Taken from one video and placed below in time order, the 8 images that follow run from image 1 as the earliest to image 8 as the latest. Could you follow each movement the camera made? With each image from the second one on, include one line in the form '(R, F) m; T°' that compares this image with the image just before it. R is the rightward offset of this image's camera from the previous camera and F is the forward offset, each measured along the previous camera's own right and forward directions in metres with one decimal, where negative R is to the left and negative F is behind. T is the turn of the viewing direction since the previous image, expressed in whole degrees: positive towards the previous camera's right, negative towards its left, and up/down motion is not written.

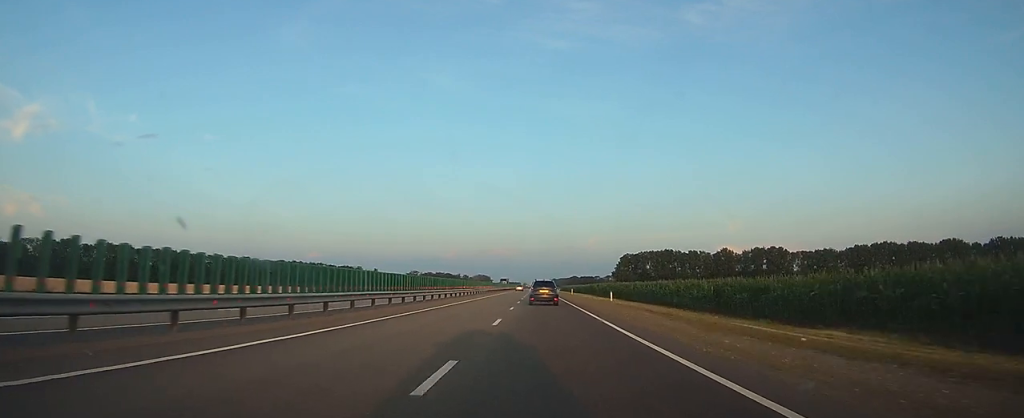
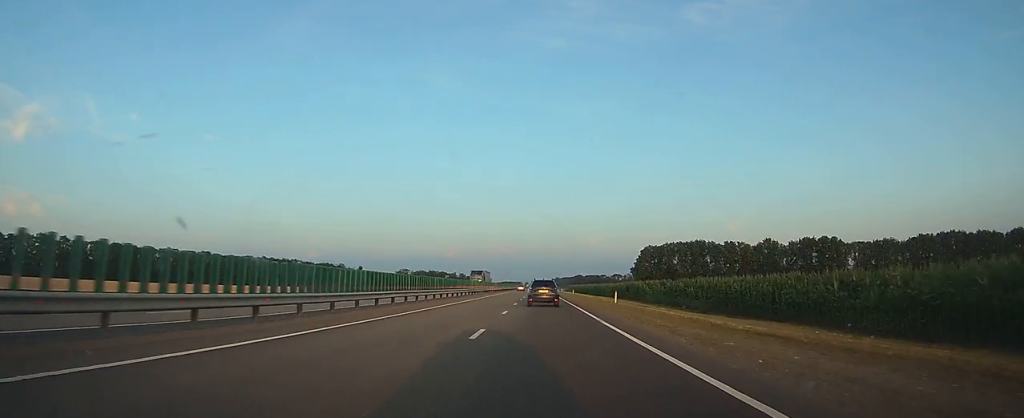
(+0.1, +52.6) m; 0°
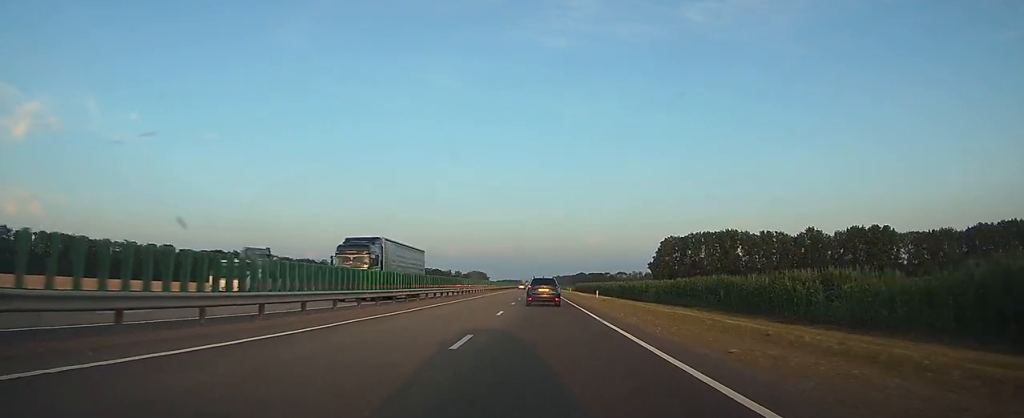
(+0.1, +38.4) m; 0°
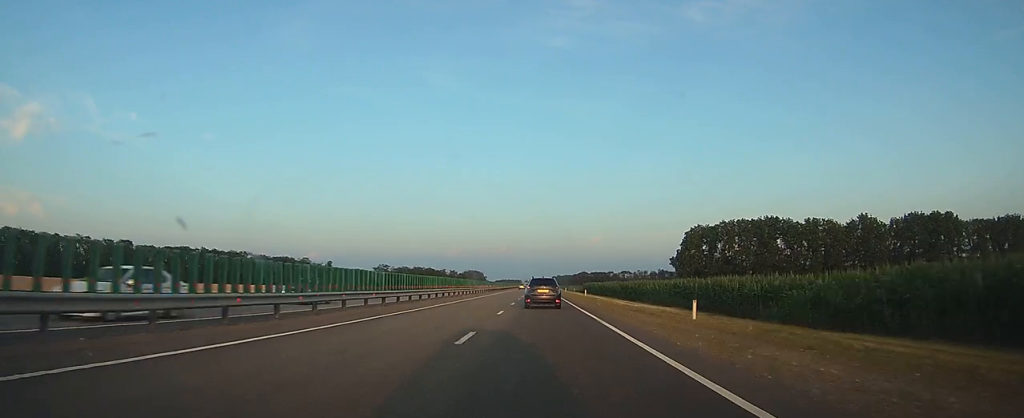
(-0.1, +35.0) m; 0°
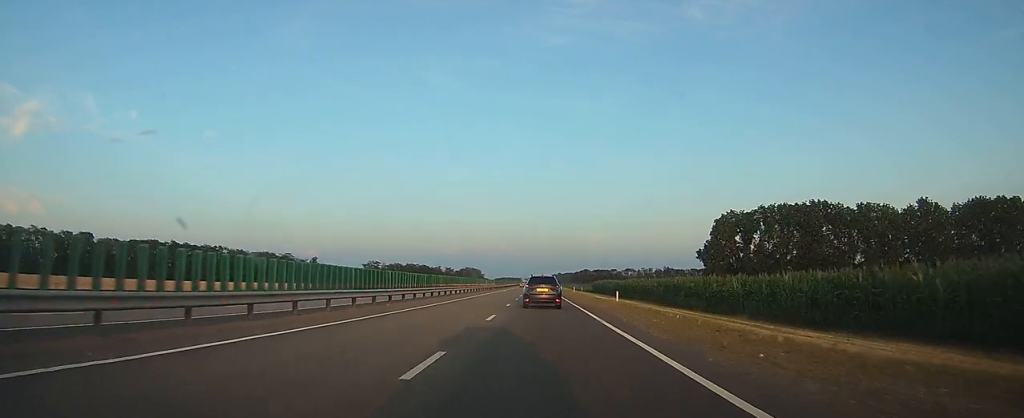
(-0.1, +28.7) m; 0°
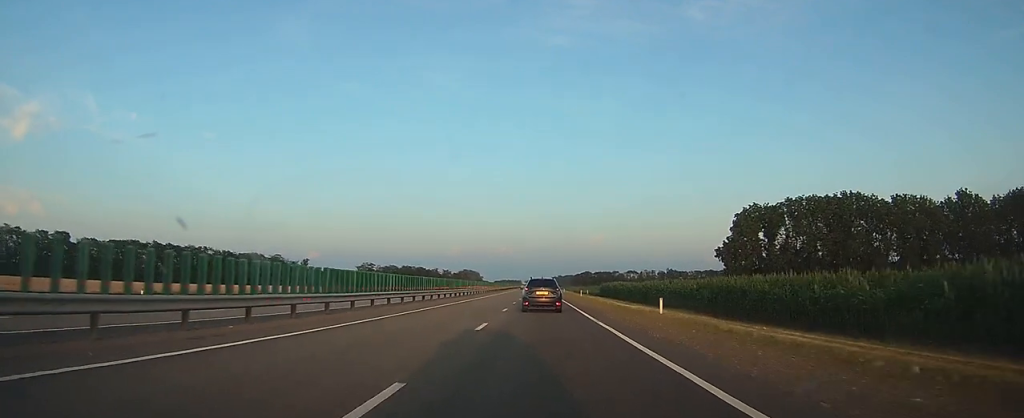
(0.0, +15.2) m; 0°
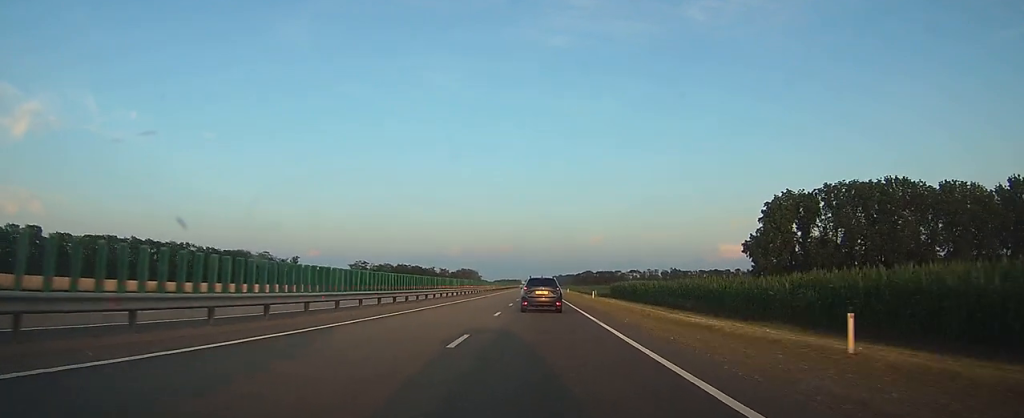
(0.0, +16.9) m; 0°
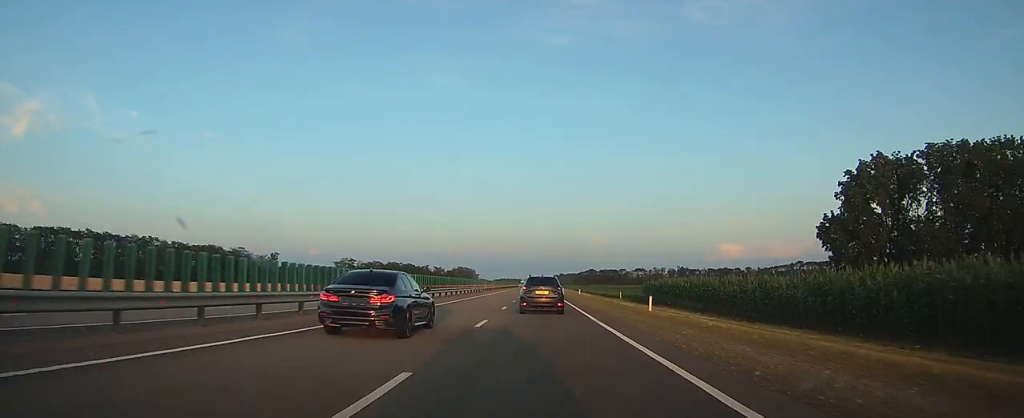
(-0.1, +30.6) m; 0°
